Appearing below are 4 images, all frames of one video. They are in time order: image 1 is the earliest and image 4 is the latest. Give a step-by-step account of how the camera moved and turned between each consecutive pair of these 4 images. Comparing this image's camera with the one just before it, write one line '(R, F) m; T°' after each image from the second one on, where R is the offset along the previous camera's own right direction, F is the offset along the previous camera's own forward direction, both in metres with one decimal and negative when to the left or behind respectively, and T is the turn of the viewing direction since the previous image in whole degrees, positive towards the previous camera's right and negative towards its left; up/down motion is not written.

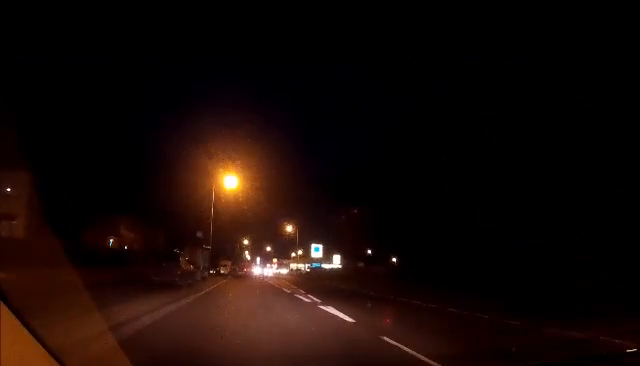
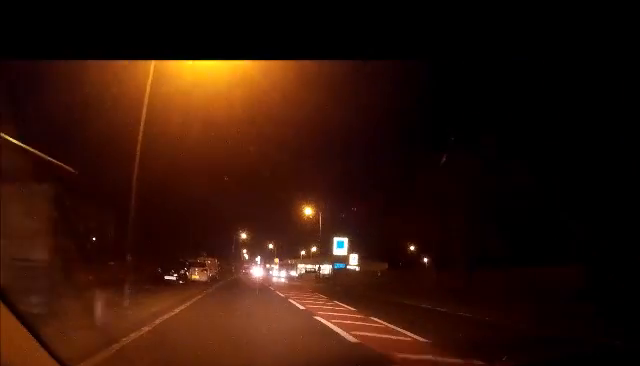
(-0.1, +26.9) m; 0°
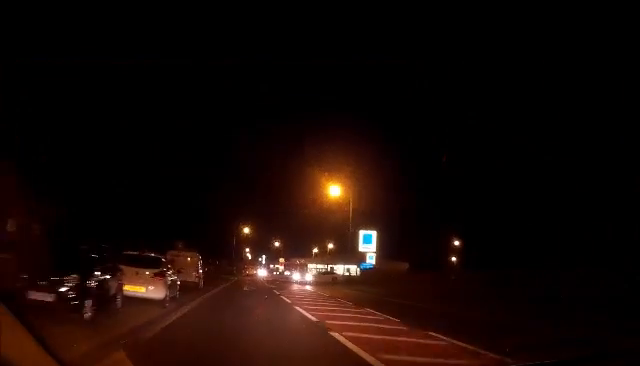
(0.0, +14.8) m; 0°
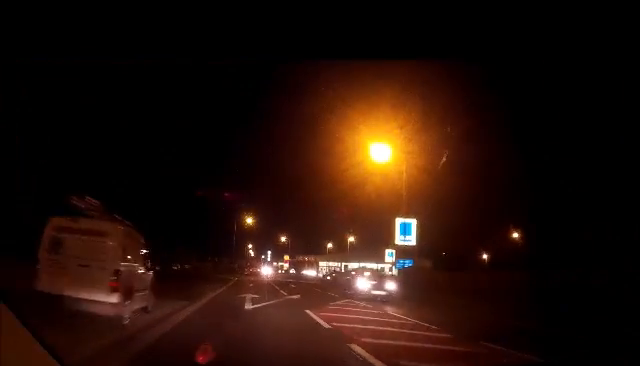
(0.0, +13.4) m; 0°
